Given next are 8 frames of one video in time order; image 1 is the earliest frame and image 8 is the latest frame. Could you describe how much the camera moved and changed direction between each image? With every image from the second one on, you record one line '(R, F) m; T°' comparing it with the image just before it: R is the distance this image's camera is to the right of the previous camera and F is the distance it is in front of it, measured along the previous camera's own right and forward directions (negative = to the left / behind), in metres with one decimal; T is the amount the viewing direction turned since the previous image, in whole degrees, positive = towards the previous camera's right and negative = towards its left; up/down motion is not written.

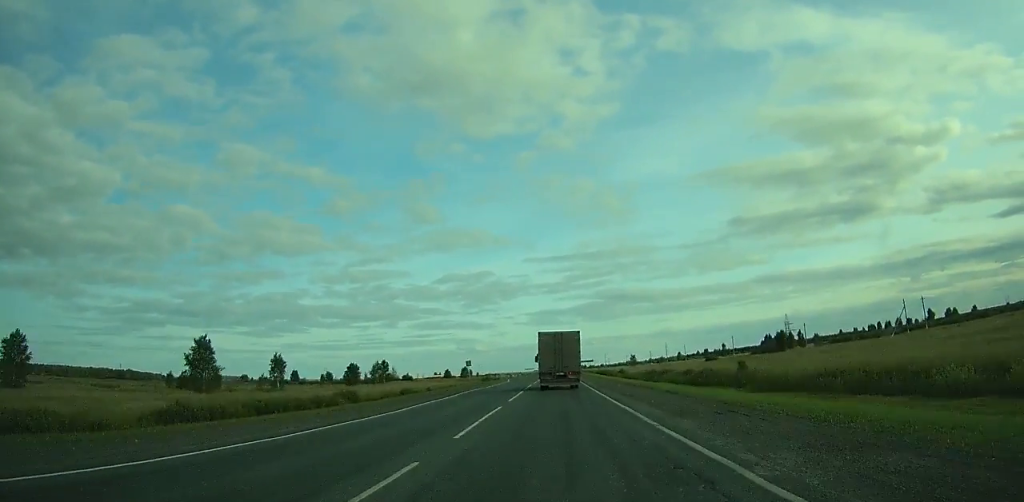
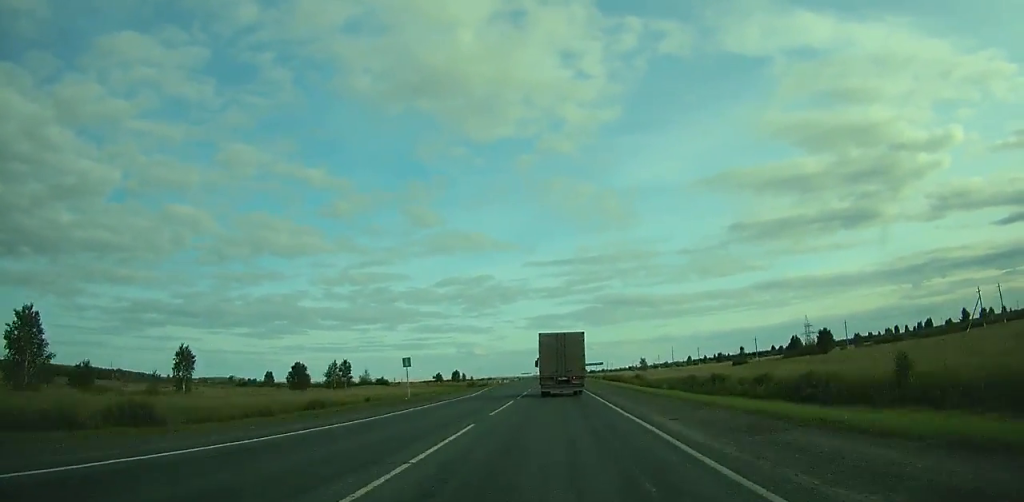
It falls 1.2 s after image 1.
(0.0, +29.1) m; 0°
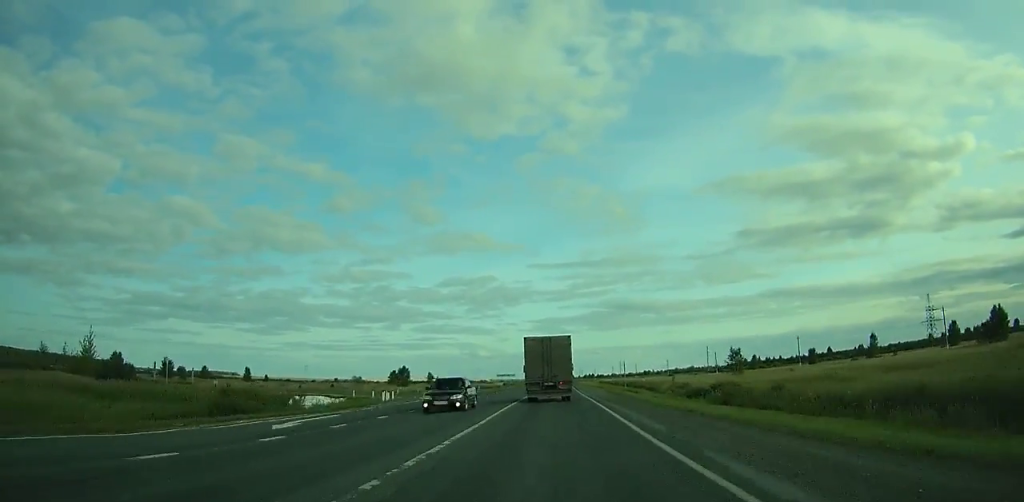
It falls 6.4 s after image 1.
(+0.1, +119.2) m; 0°
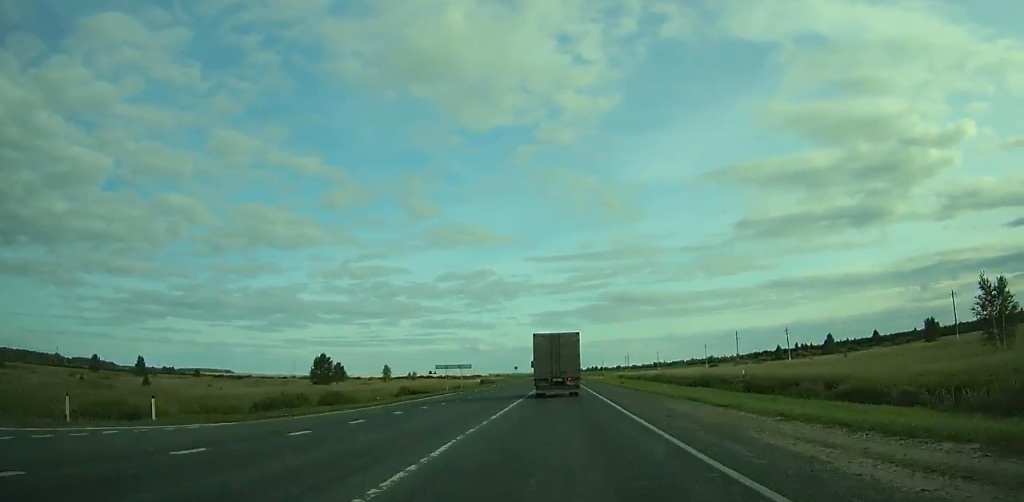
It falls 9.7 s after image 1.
(0.0, +72.9) m; 0°
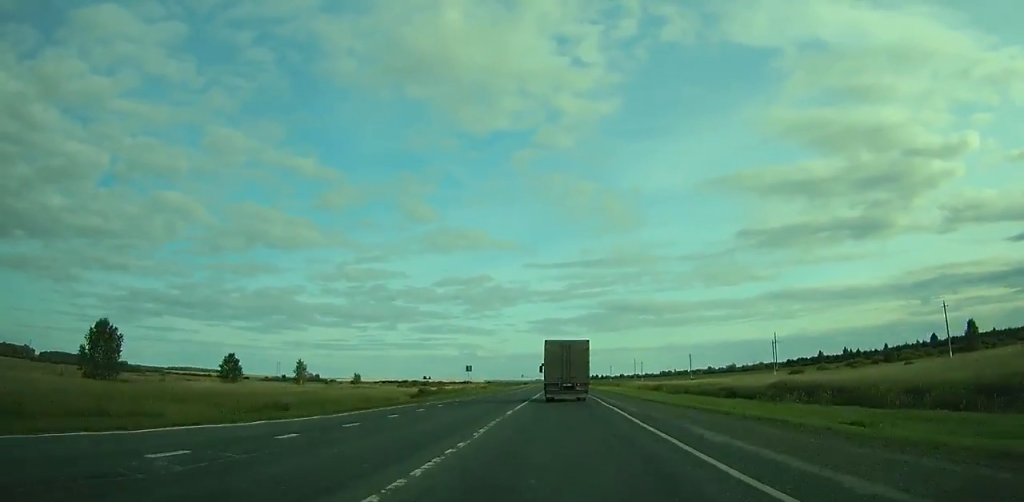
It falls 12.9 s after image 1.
(+0.1, +70.3) m; 0°
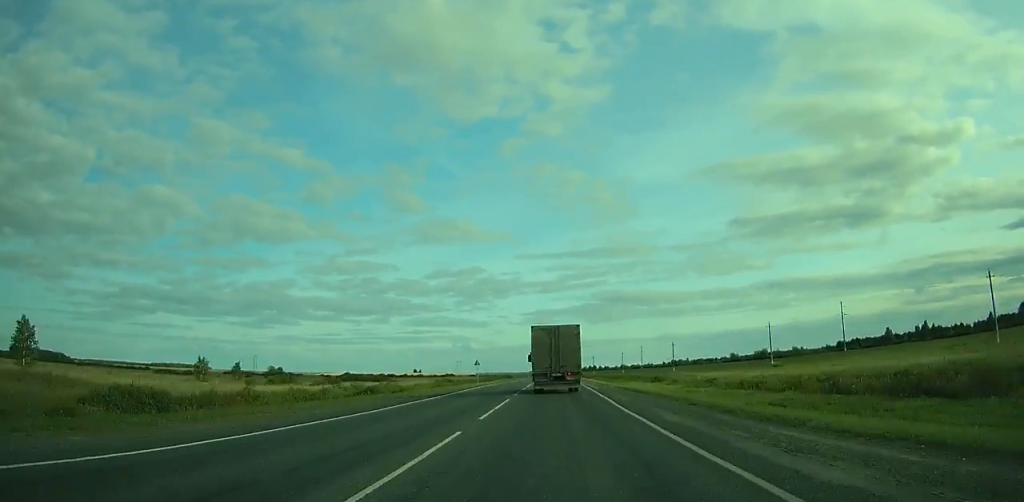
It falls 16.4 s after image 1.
(+0.1, +77.6) m; 0°
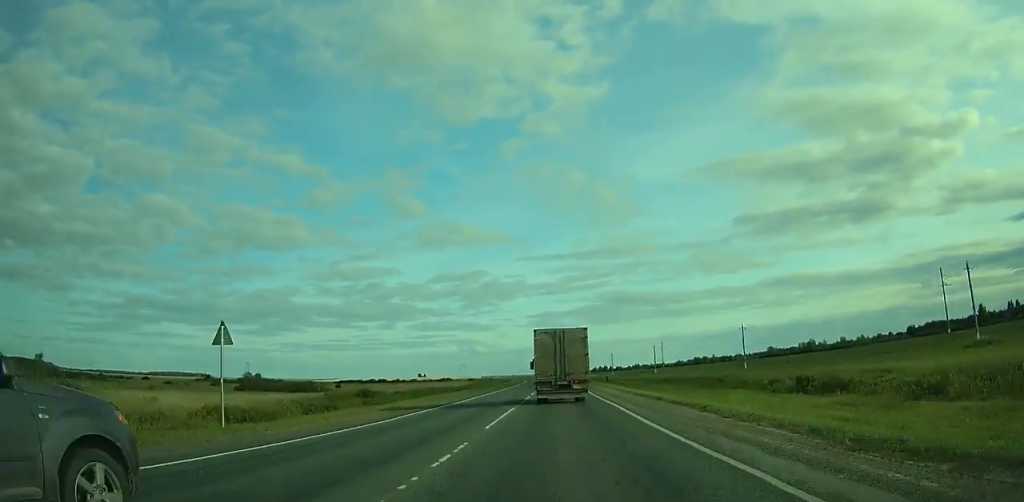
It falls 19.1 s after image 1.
(-0.4, +60.5) m; 0°
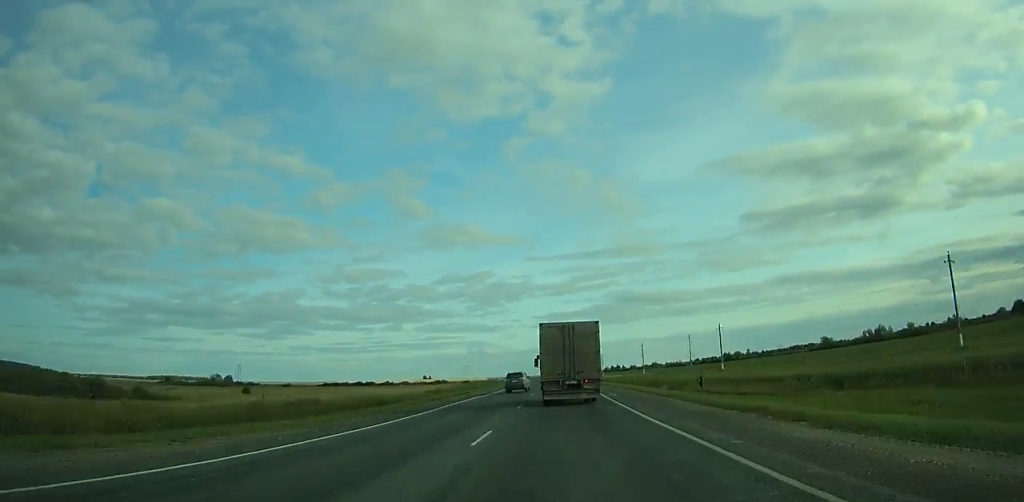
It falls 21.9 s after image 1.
(-0.1, +63.0) m; 0°
